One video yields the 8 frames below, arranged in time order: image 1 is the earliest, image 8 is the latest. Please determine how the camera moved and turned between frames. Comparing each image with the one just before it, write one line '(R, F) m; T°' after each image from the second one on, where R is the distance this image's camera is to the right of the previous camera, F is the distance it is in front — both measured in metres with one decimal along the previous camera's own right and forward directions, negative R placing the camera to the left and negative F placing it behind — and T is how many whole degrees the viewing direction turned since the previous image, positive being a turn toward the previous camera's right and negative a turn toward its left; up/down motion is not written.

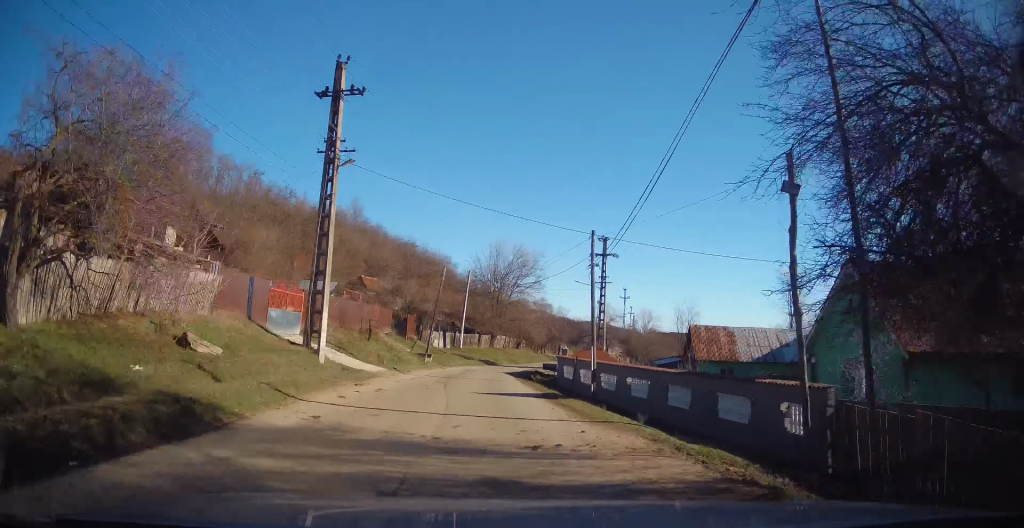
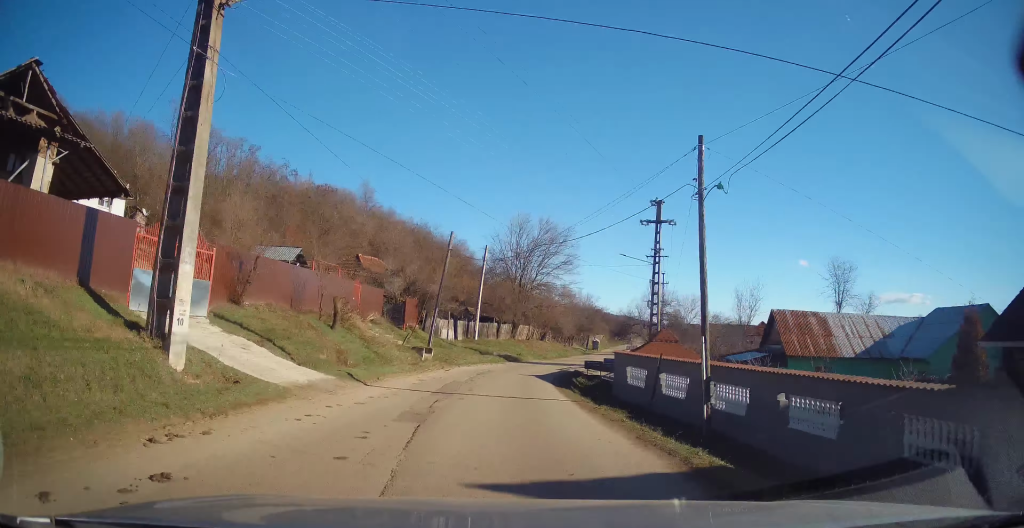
(-0.4, +10.4) m; -2°
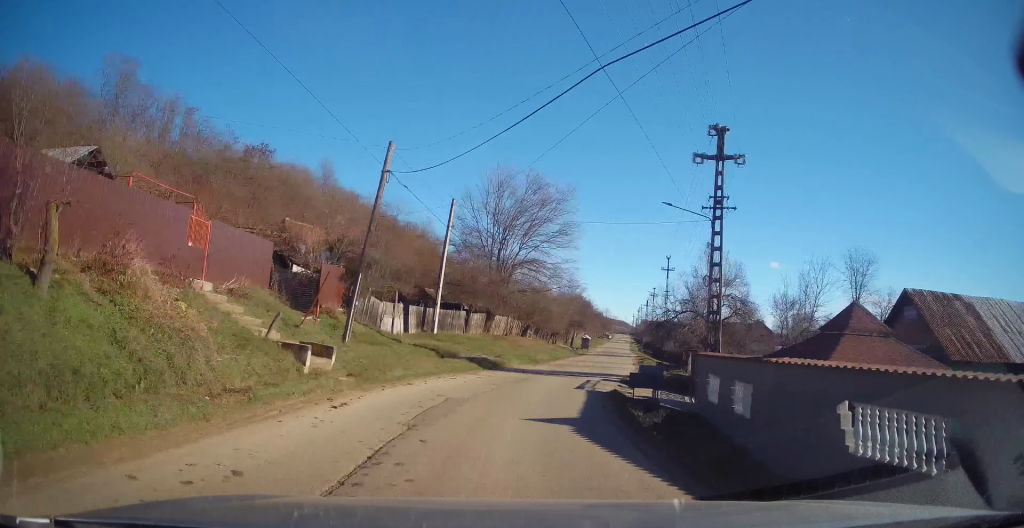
(-0.1, +13.9) m; +2°
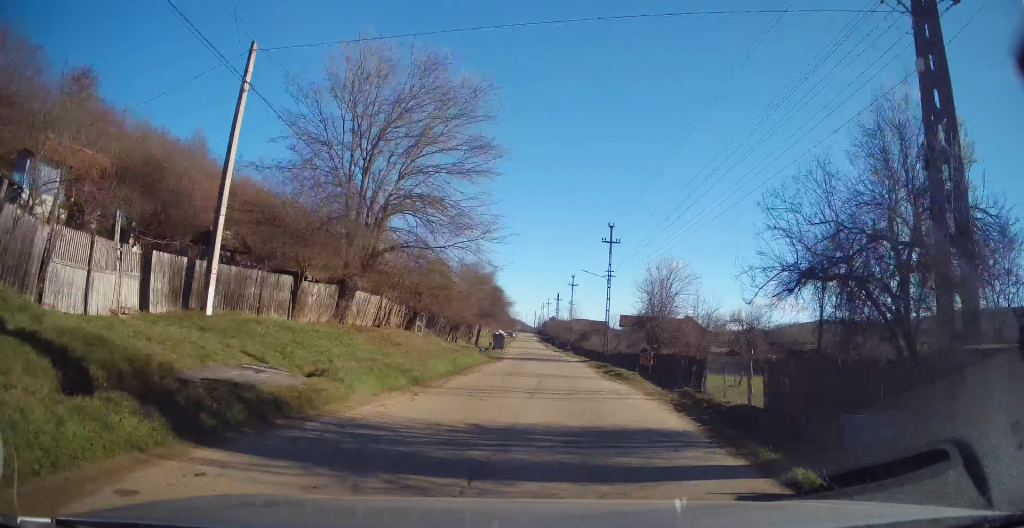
(+0.7, +17.5) m; +8°
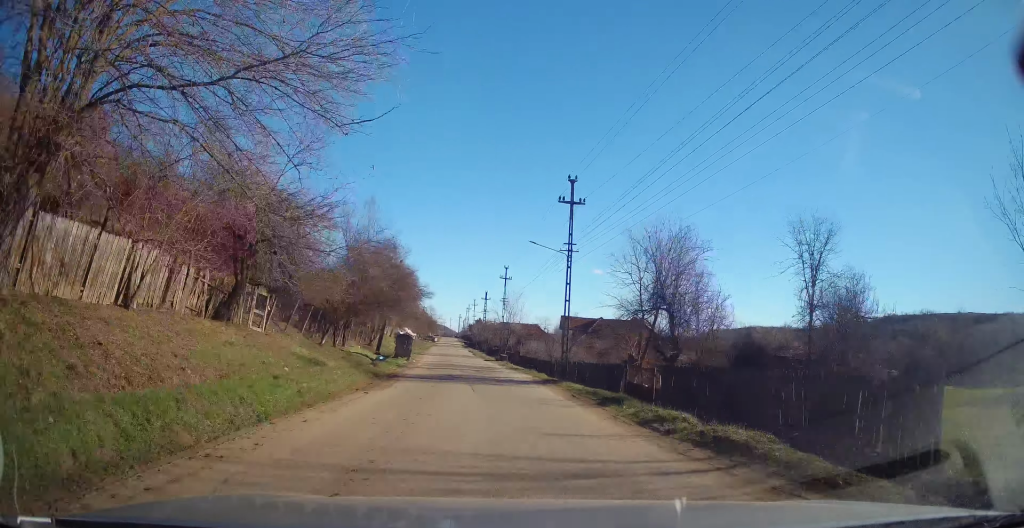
(+1.4, +14.8) m; +6°
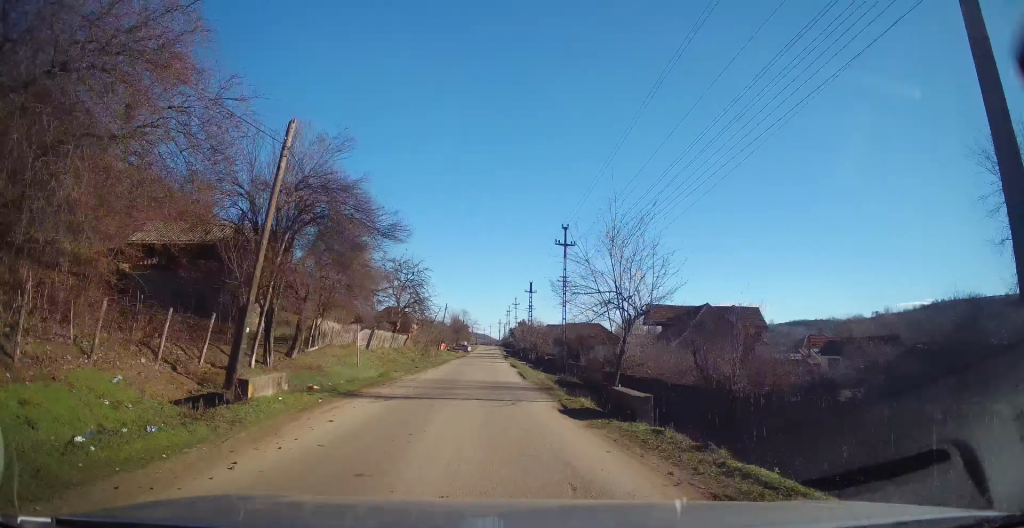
(+0.3, +26.6) m; 0°
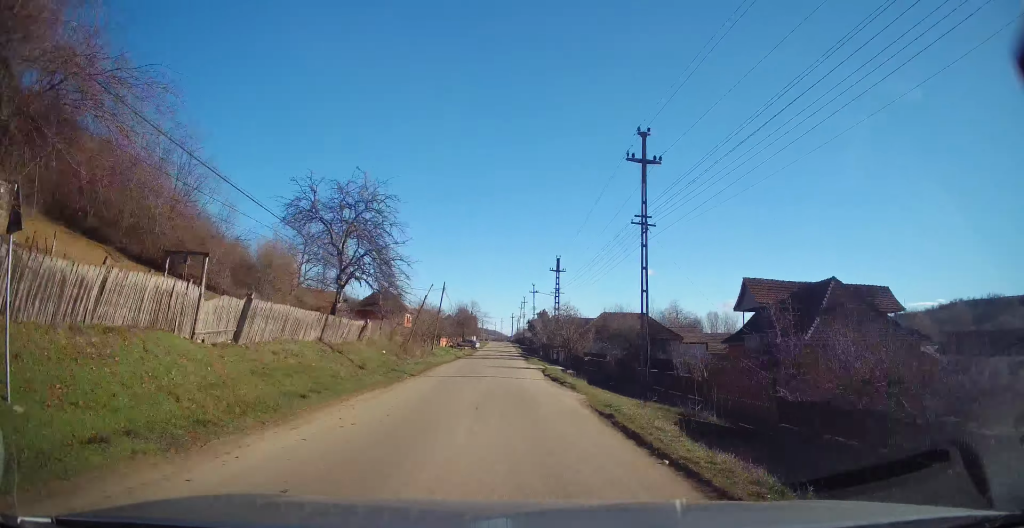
(-0.1, +19.6) m; -2°
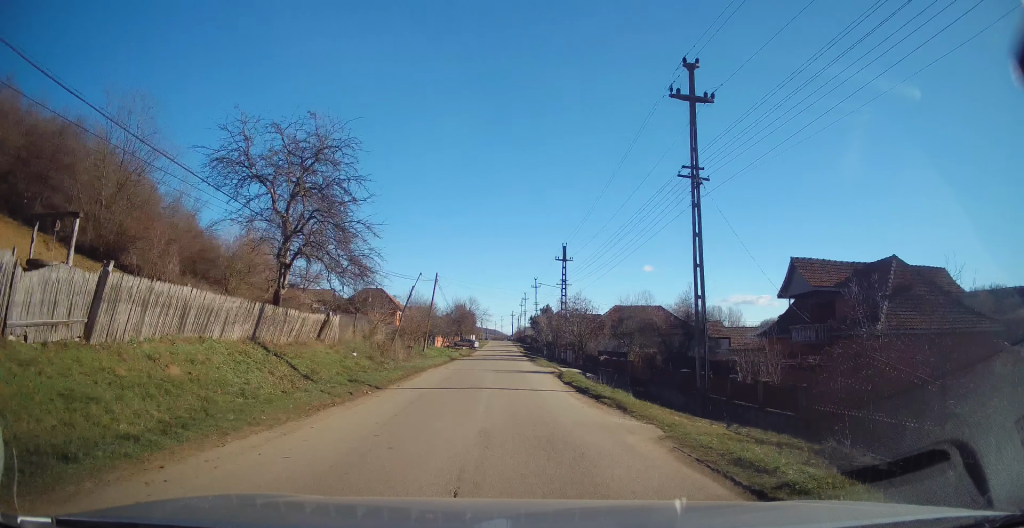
(-0.1, +6.4) m; 0°
